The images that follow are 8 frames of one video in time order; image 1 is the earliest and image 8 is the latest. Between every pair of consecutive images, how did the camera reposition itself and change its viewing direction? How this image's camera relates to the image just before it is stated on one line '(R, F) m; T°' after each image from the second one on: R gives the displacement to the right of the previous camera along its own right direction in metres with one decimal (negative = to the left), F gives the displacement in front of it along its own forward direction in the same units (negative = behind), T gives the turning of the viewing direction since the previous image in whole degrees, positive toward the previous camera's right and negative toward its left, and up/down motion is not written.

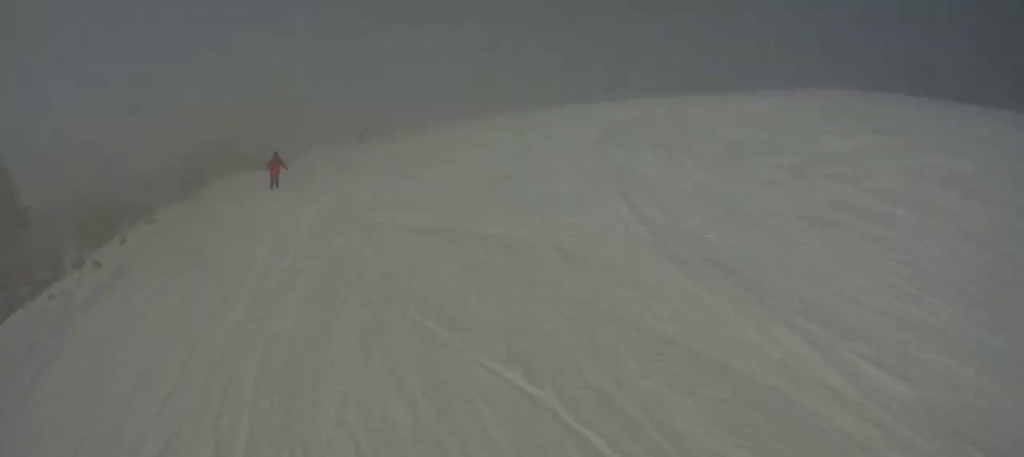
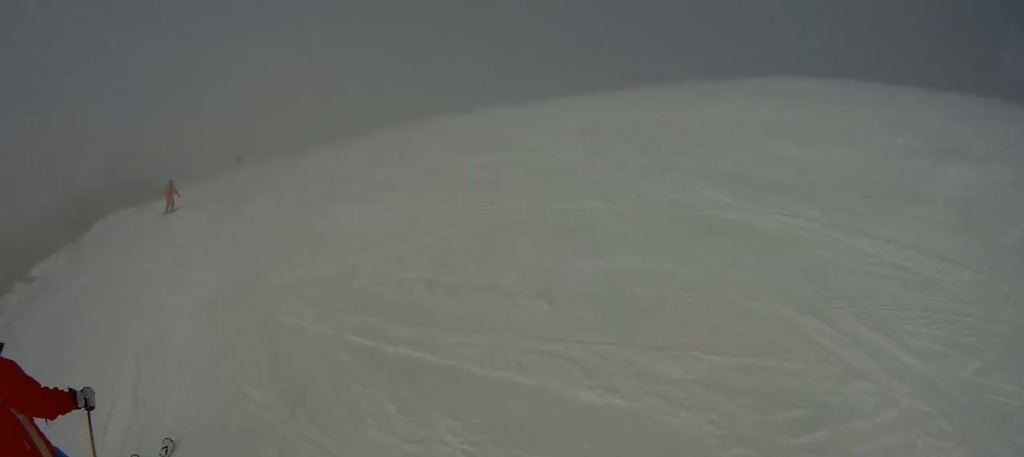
(-1.0, +5.8) m; +3°
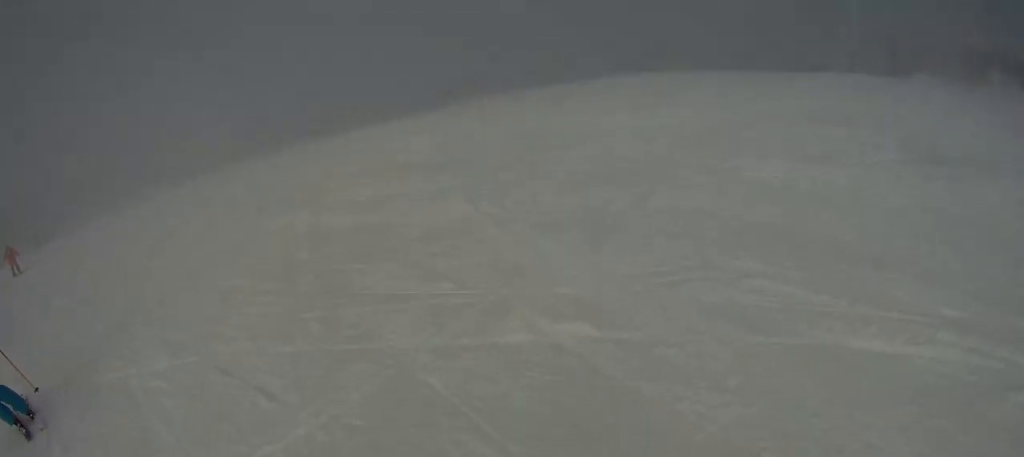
(+0.9, +4.6) m; +32°
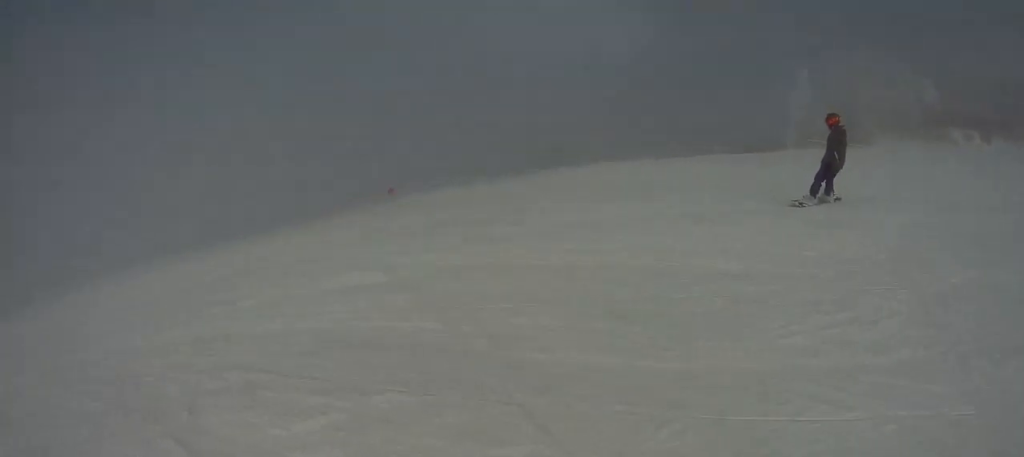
(+4.1, +6.6) m; +34°
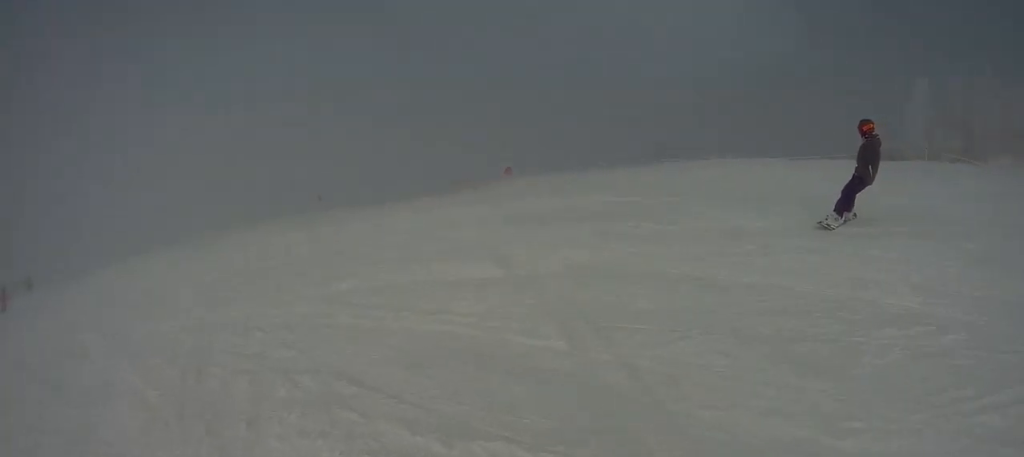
(+0.3, +2.3) m; -3°
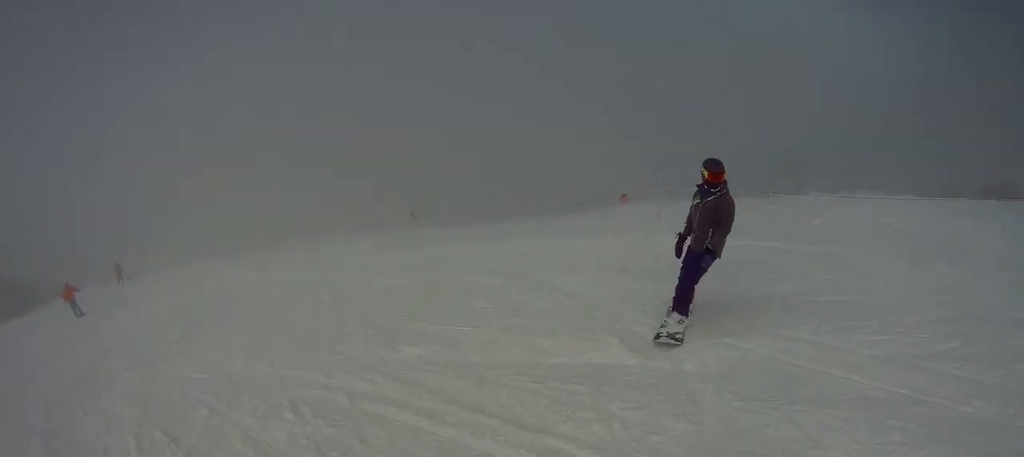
(-1.7, +7.6) m; -21°
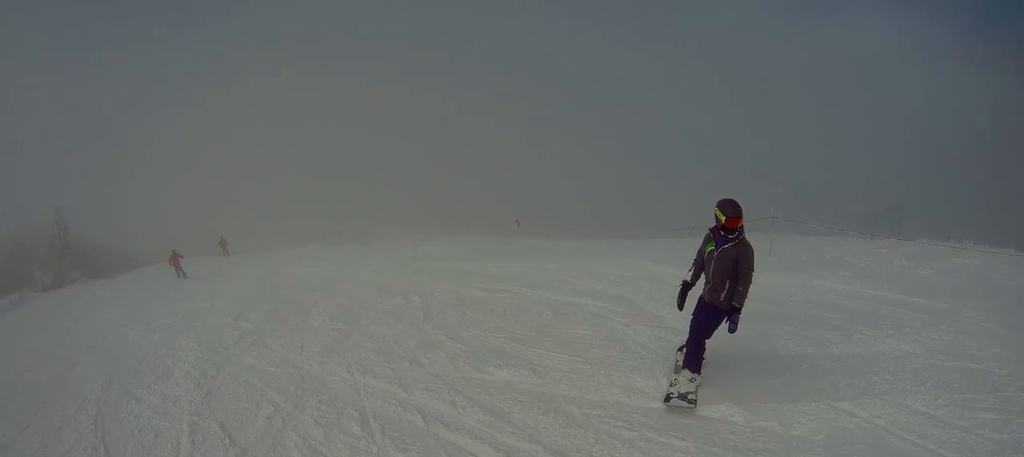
(-0.3, +3.0) m; -4°
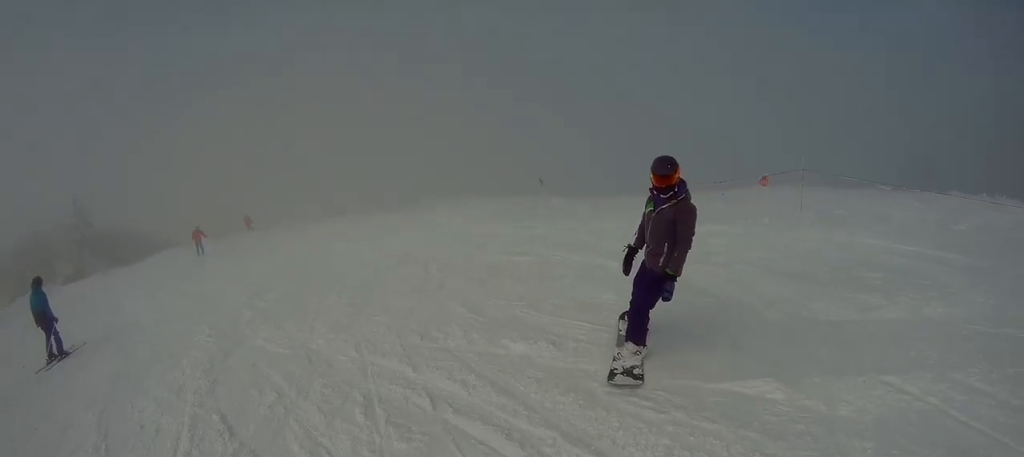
(-0.1, +2.6) m; -4°
